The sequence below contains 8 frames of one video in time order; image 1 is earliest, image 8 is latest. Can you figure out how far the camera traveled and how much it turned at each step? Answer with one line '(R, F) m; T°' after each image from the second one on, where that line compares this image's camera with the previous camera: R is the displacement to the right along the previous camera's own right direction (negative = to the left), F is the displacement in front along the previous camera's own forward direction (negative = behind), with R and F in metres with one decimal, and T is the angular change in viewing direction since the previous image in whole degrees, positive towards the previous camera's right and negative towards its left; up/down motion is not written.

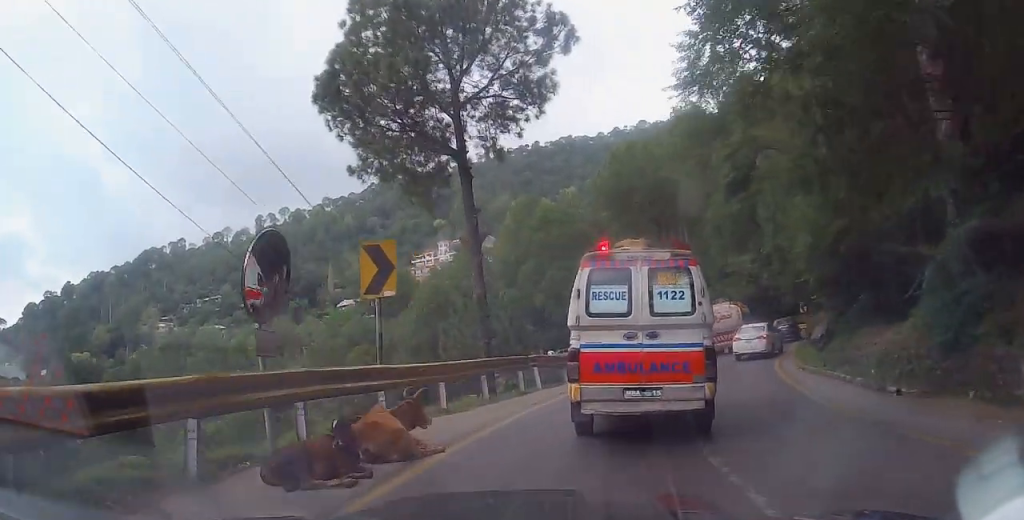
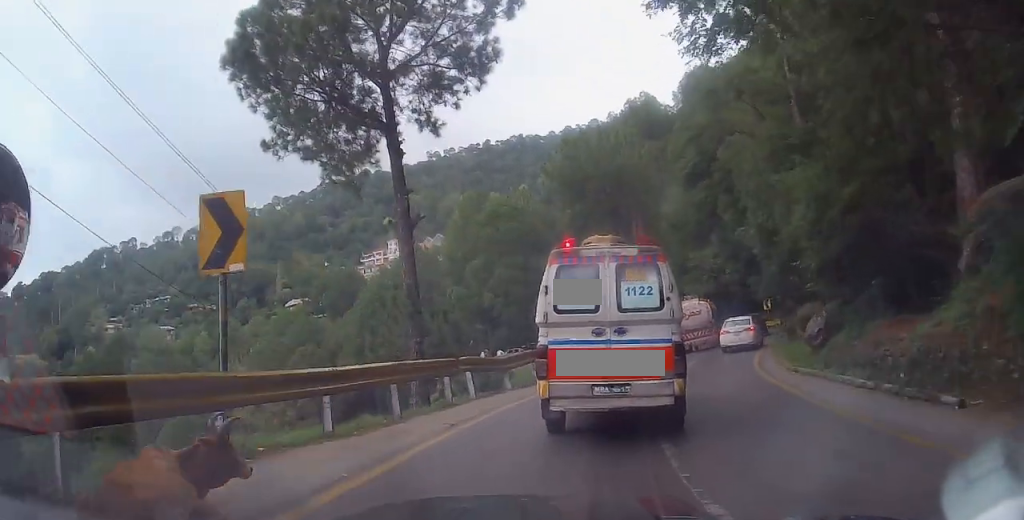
(+0.2, +3.3) m; 0°
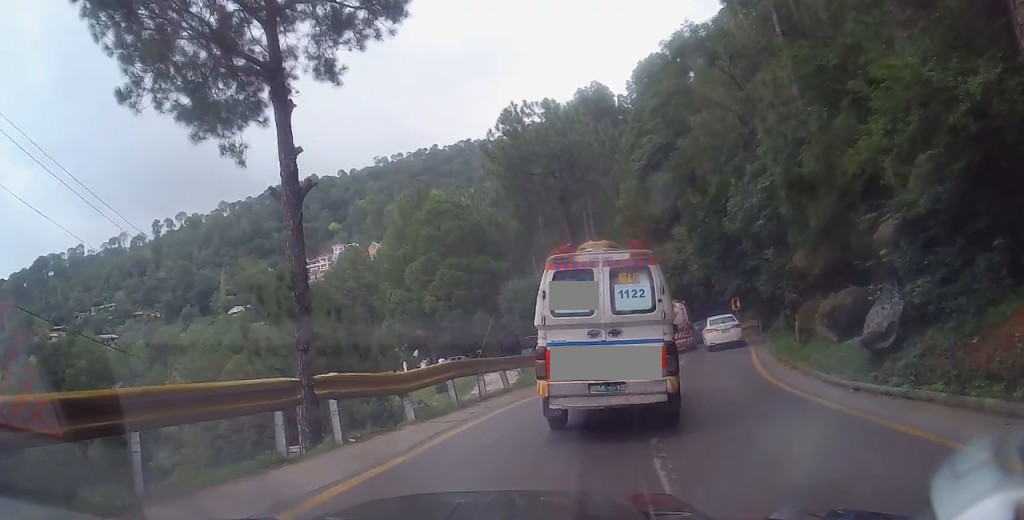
(-0.3, +5.9) m; +3°
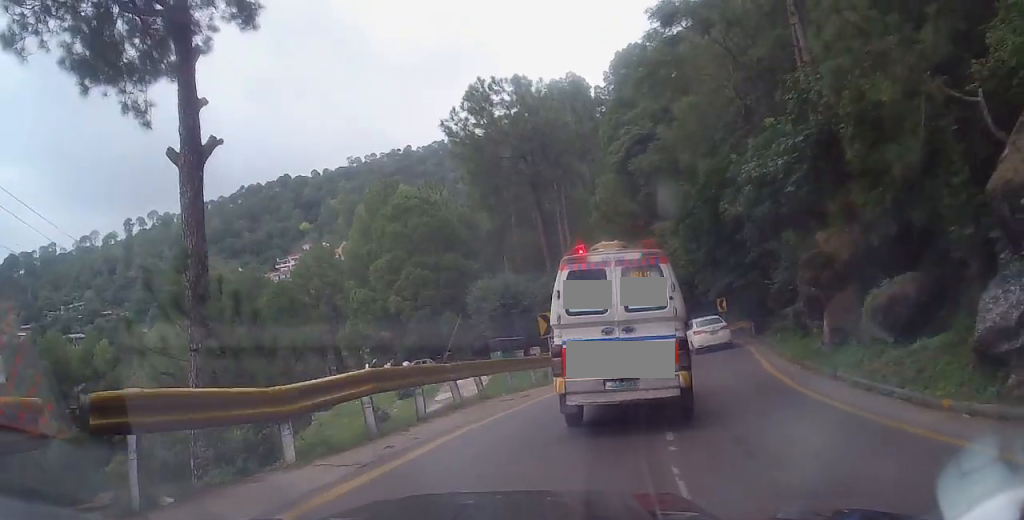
(+0.3, +3.8) m; +5°
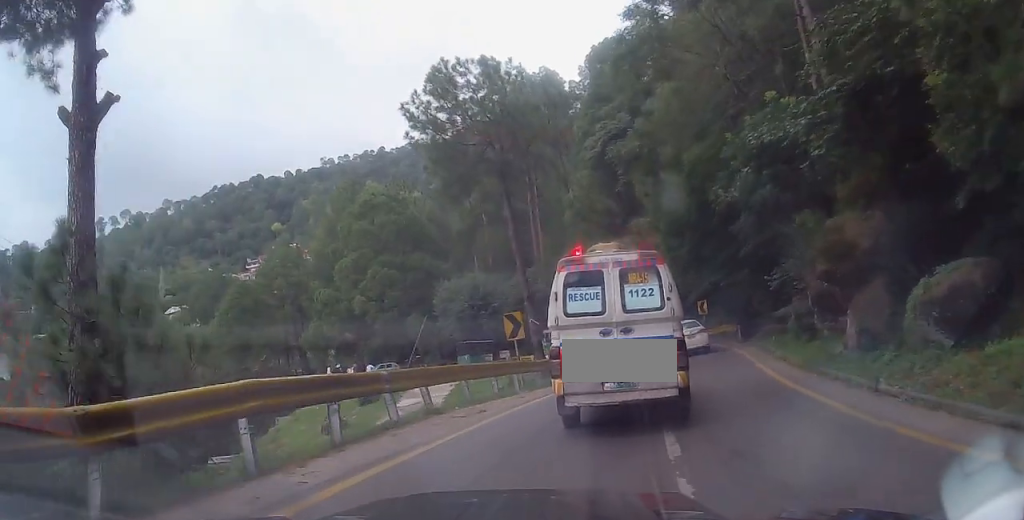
(-0.1, +2.7) m; +3°
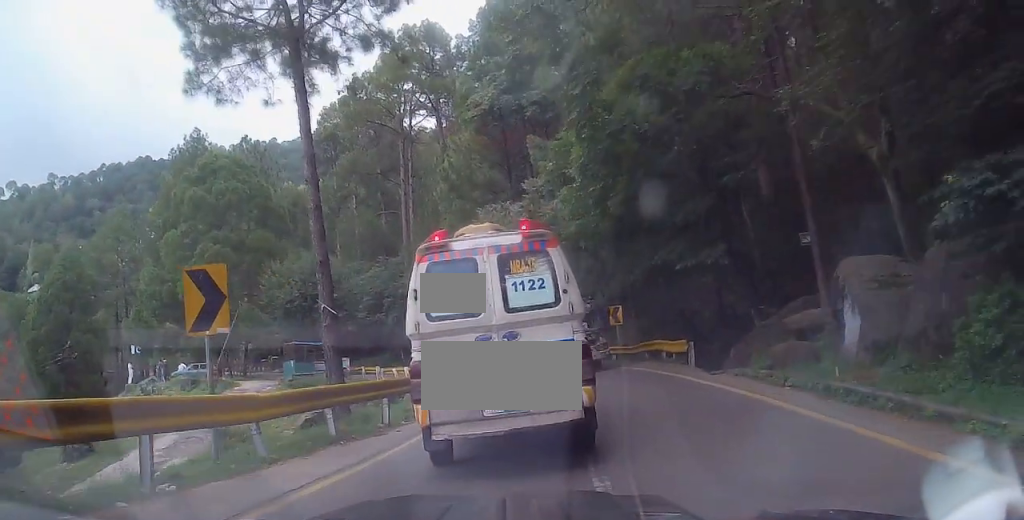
(+1.5, +13.1) m; +8°
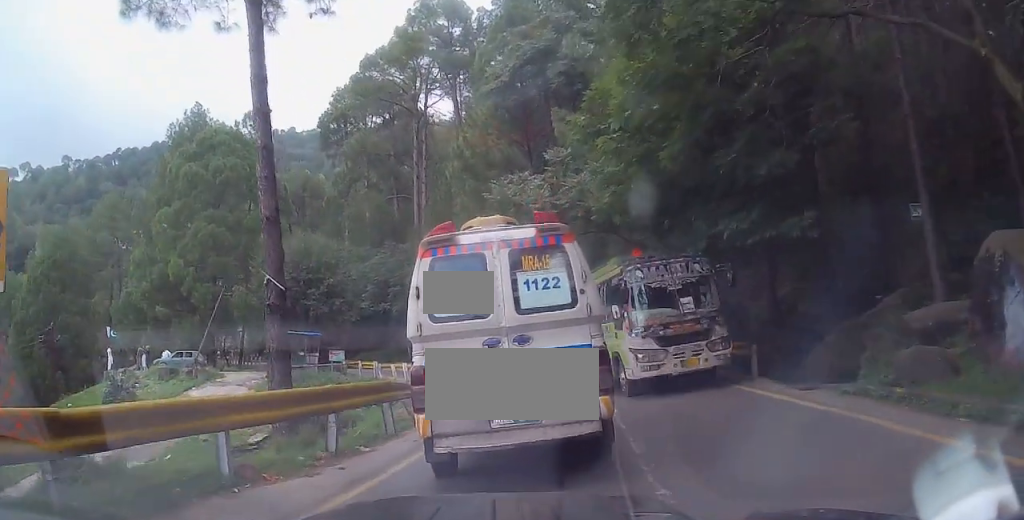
(0.0, +4.5) m; -1°
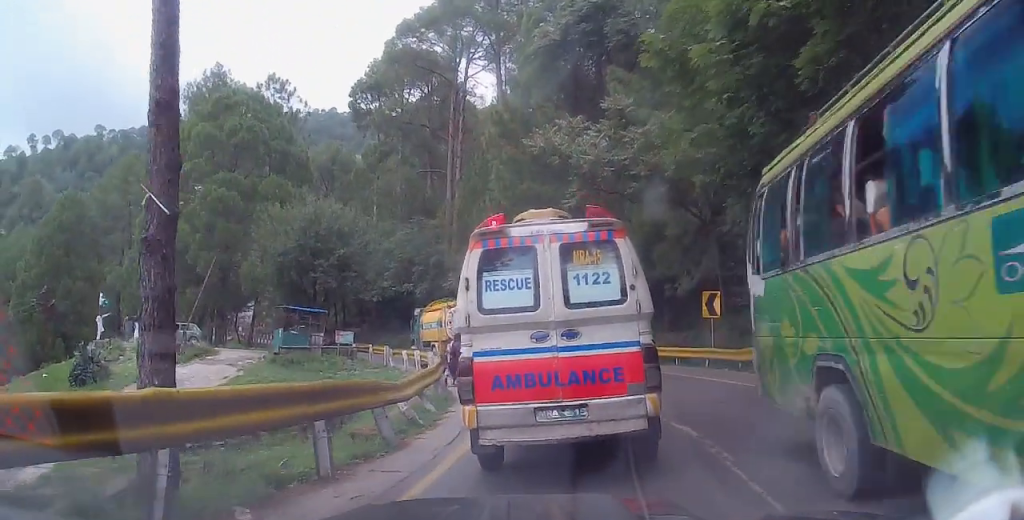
(-0.1, +4.6) m; -6°
